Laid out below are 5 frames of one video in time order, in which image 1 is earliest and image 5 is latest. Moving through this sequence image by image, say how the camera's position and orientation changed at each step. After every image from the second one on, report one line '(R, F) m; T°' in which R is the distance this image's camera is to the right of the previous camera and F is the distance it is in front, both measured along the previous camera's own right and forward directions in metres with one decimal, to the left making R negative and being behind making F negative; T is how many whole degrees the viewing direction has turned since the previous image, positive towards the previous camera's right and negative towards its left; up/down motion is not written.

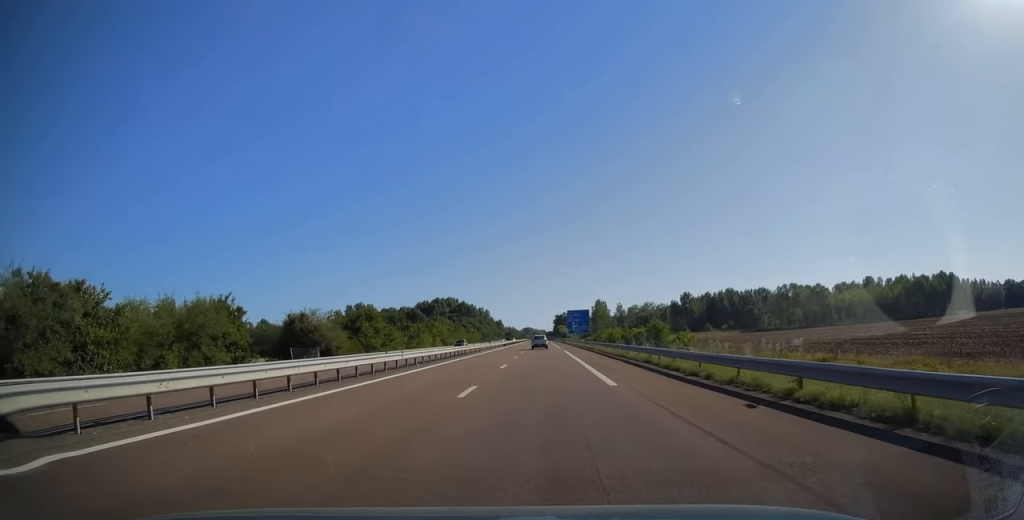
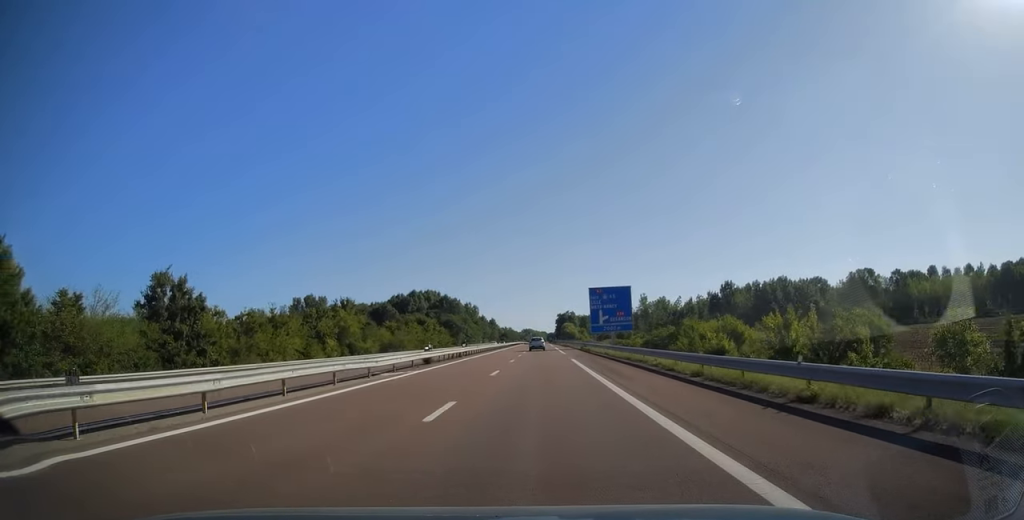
(-0.3, +68.4) m; 0°
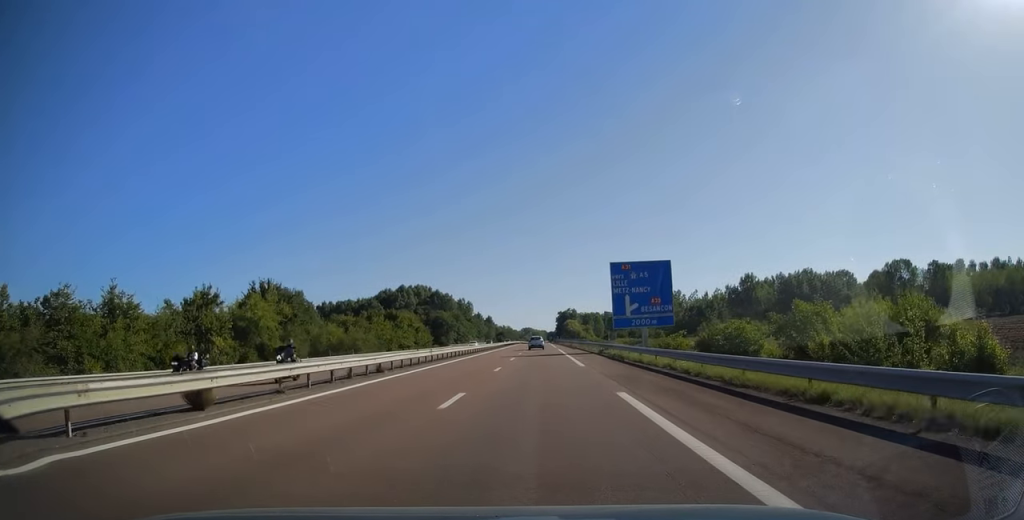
(0.0, +24.2) m; 0°
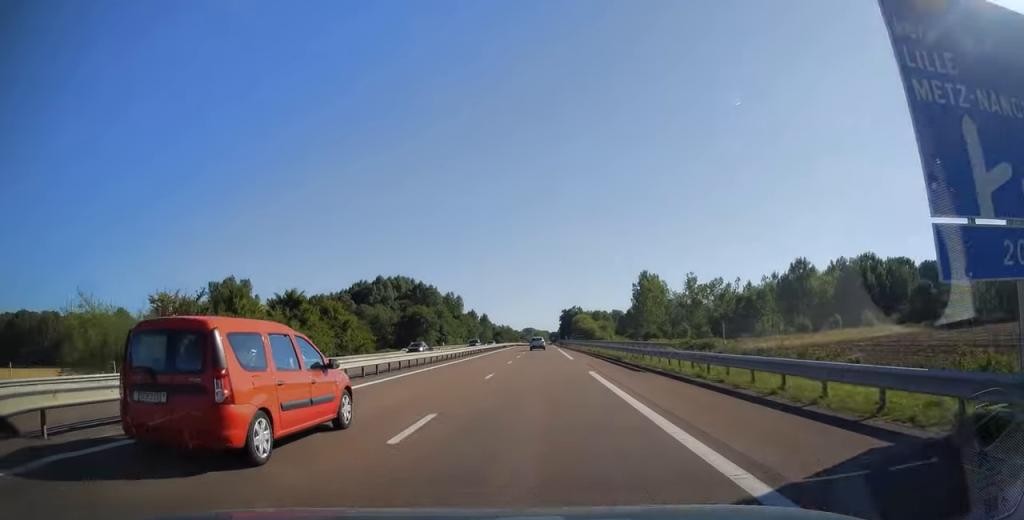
(+0.2, +42.7) m; 0°
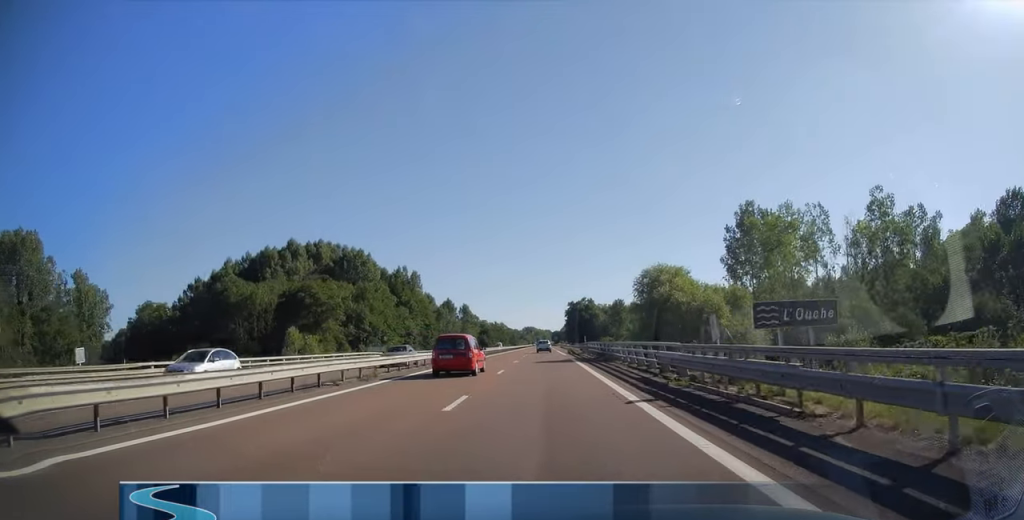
(-0.7, +86.8) m; -1°
